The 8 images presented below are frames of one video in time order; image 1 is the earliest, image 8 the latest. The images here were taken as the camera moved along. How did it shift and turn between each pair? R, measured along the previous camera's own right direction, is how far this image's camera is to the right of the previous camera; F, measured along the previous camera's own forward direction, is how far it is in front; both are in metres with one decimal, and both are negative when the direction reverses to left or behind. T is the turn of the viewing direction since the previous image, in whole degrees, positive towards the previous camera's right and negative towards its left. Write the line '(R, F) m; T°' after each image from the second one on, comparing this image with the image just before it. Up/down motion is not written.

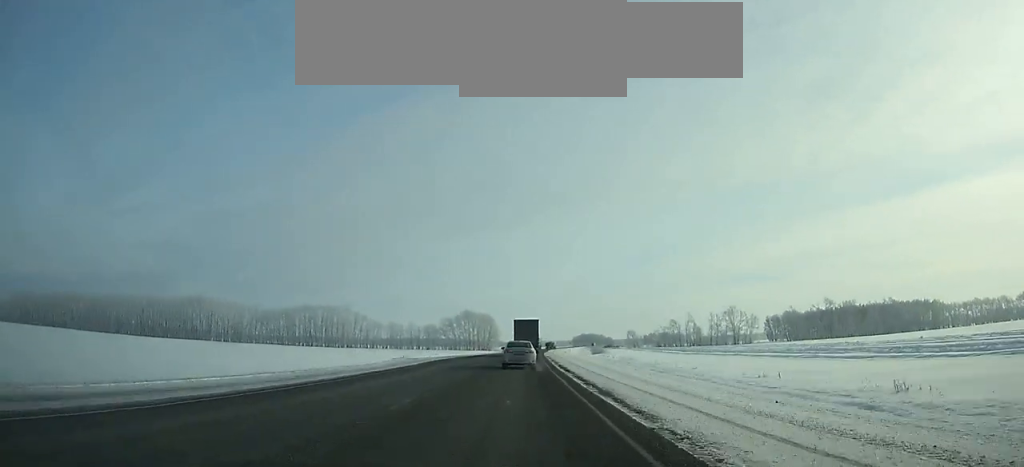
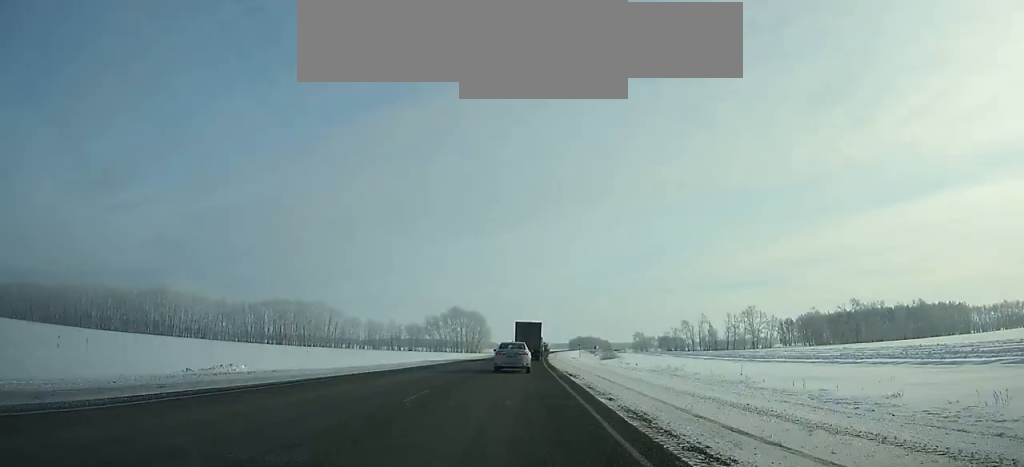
(-0.2, +33.2) m; +1°
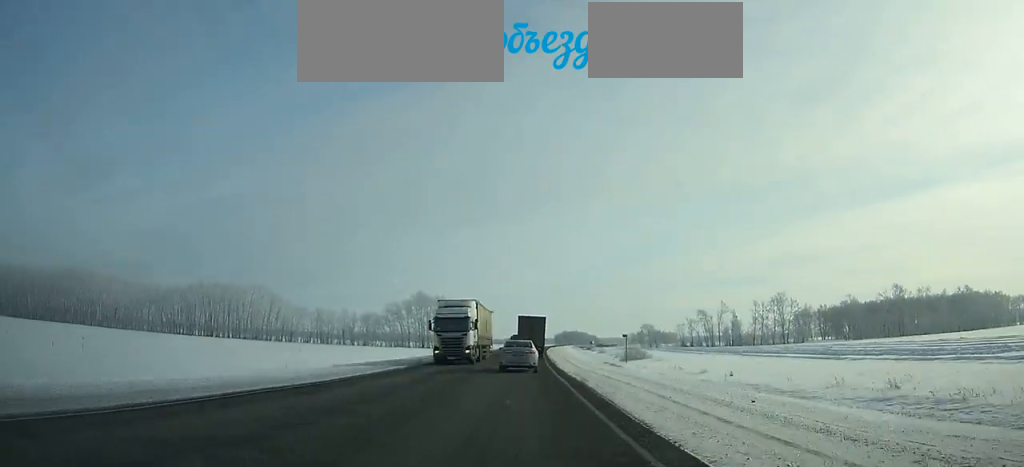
(+0.9, +50.9) m; +2°
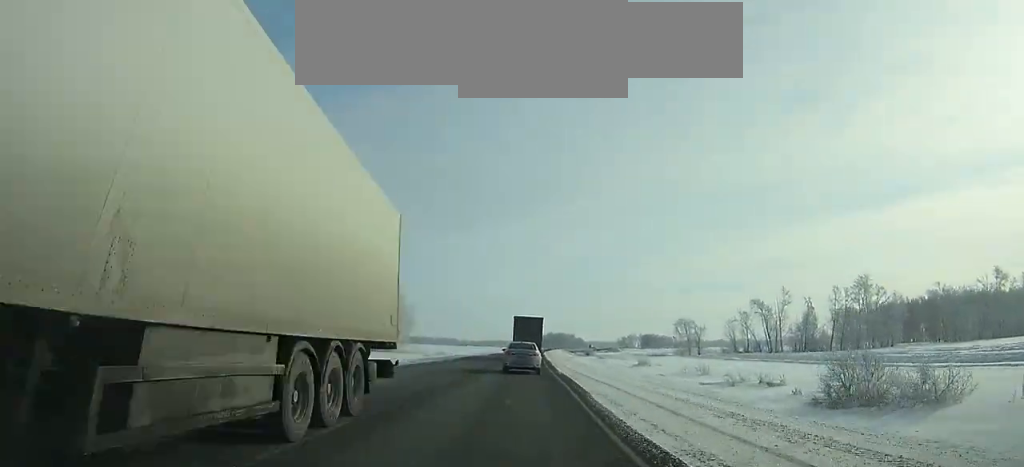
(+1.3, +72.5) m; +2°
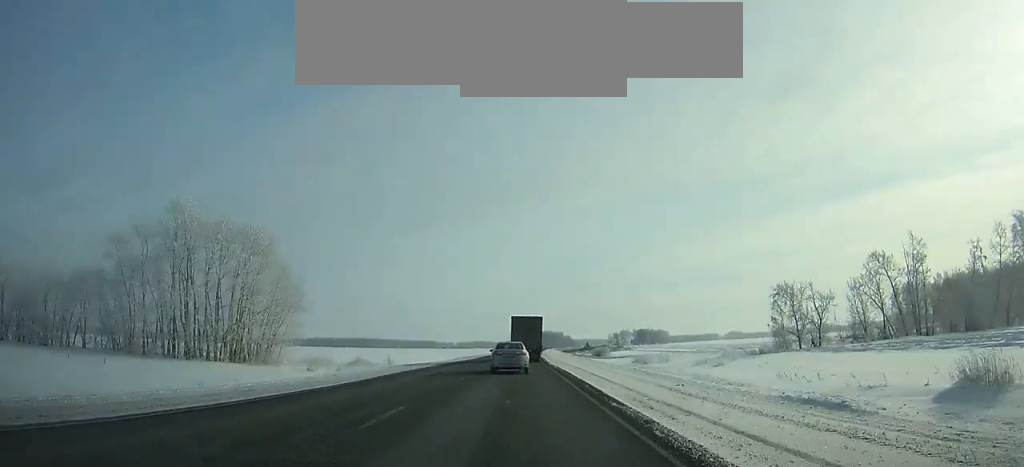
(+0.8, +67.0) m; +1°
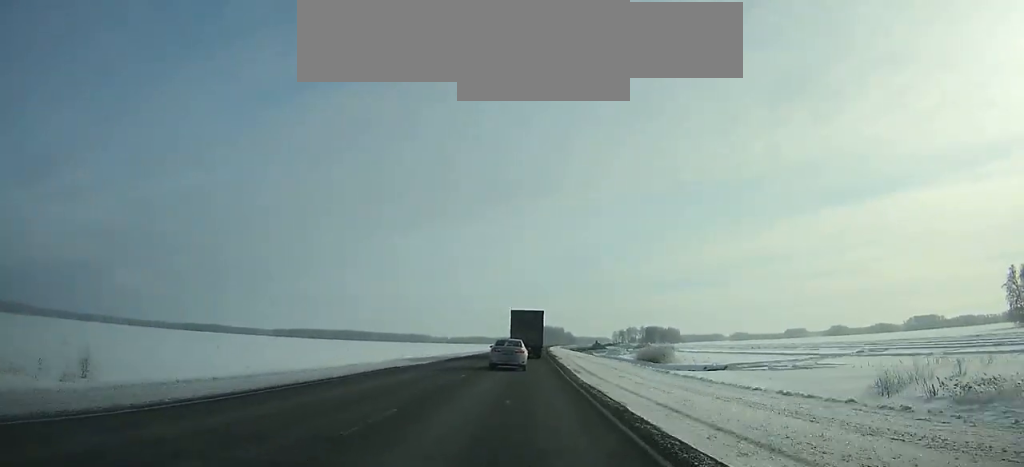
(+0.7, +71.4) m; +2°
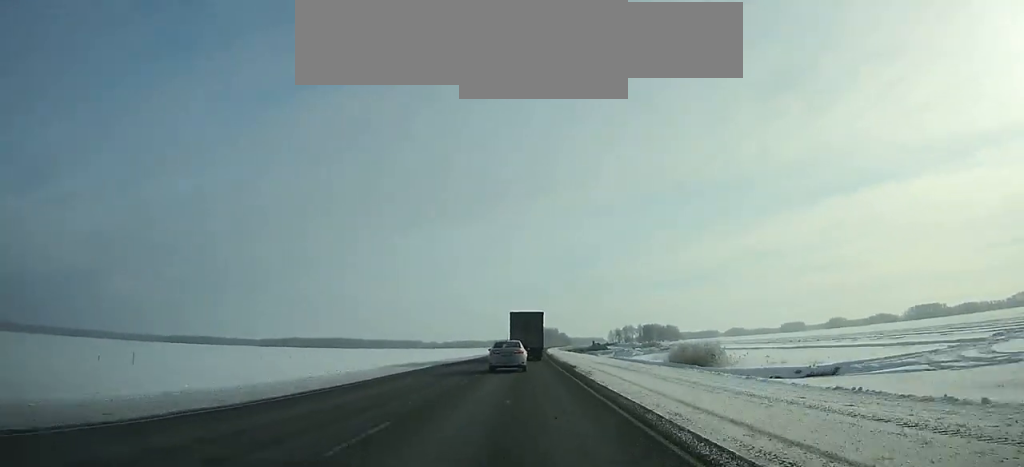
(0.0, +24.6) m; +1°
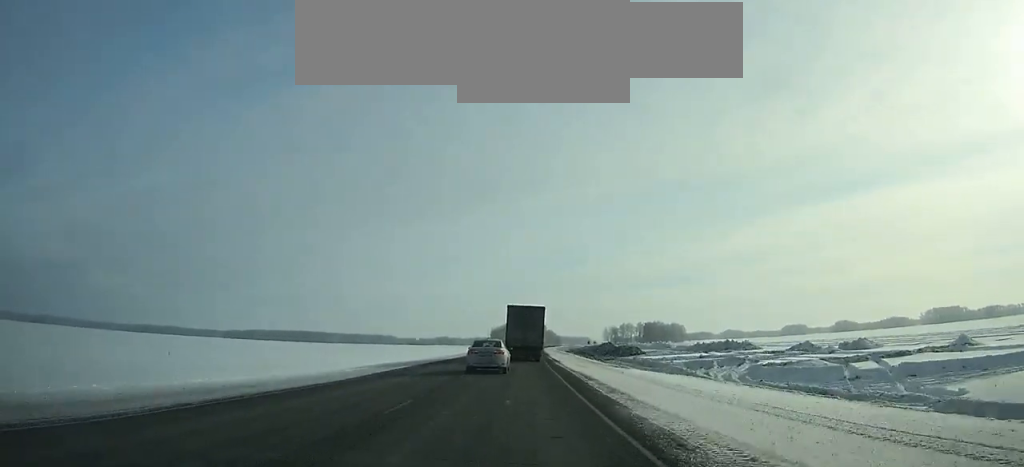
(+2.1, +89.6) m; +2°
